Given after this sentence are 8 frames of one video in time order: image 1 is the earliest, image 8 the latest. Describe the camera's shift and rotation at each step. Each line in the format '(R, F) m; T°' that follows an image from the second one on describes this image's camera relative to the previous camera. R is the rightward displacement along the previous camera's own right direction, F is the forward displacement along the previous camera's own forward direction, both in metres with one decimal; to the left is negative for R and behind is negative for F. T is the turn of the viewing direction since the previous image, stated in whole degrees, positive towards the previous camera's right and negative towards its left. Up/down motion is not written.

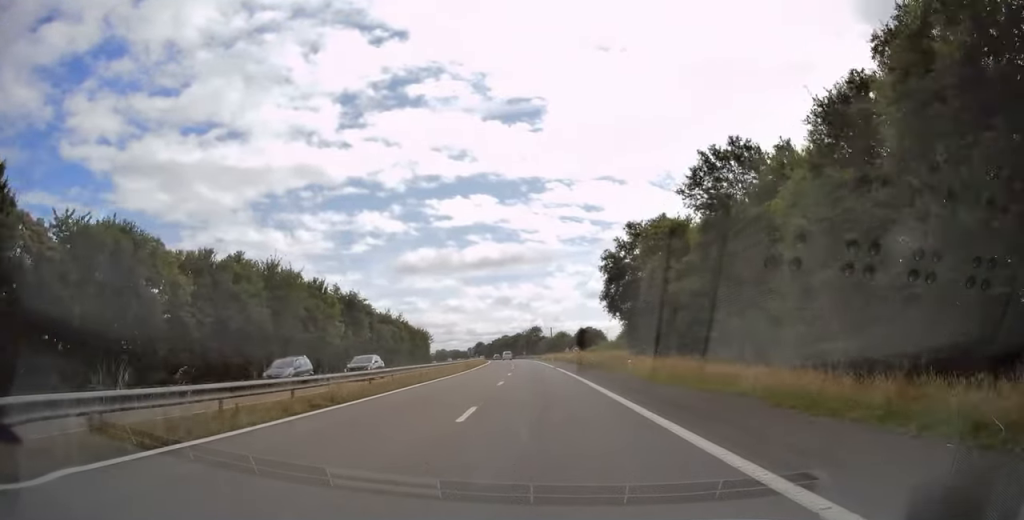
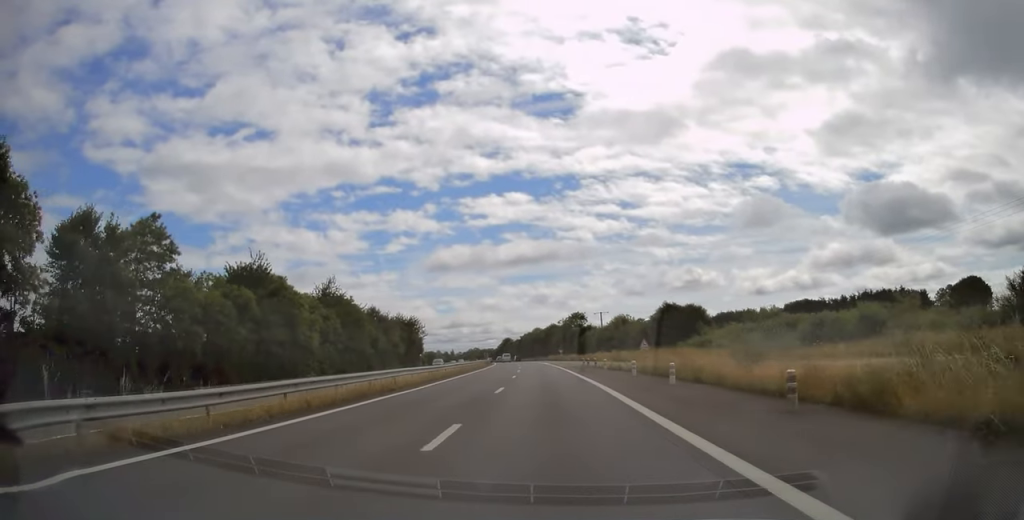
(-1.2, +69.1) m; -2°
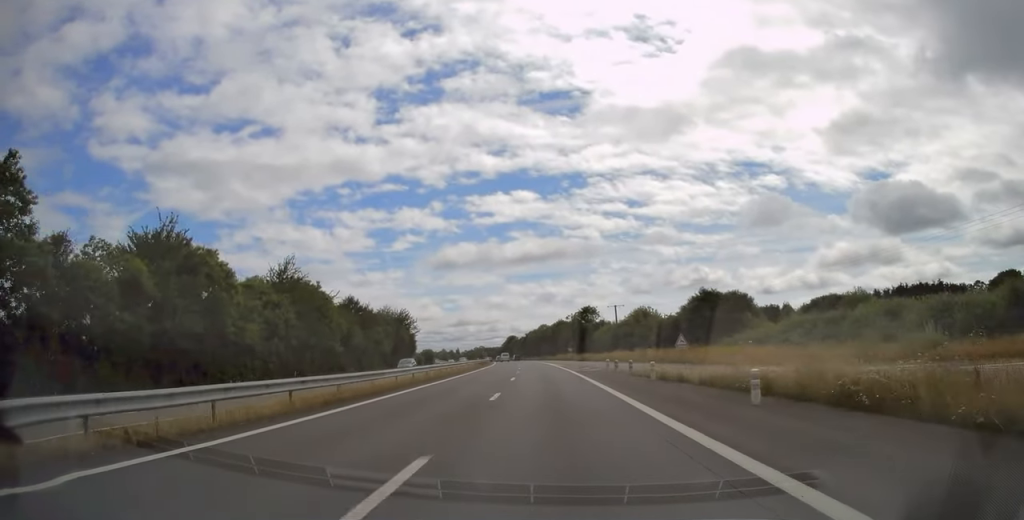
(-0.1, +16.0) m; -1°
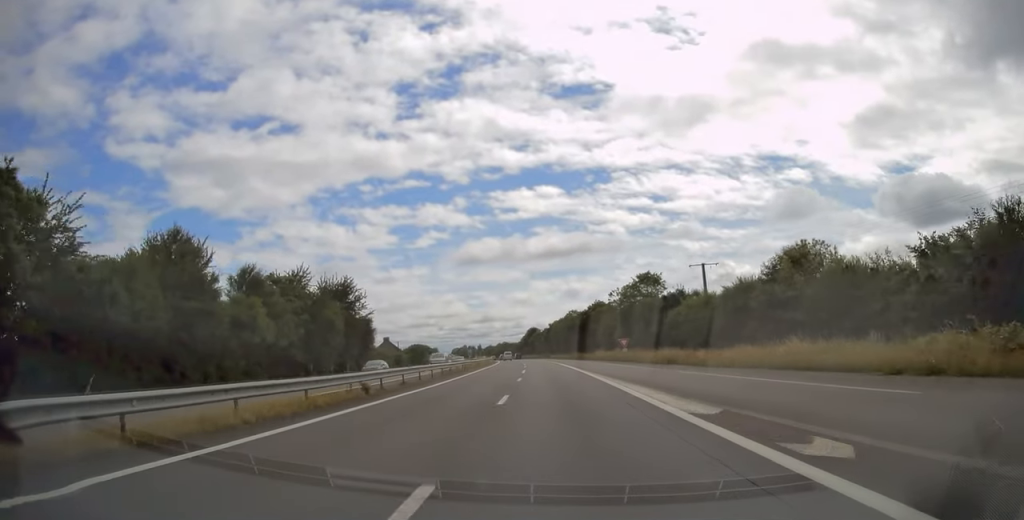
(-1.3, +51.5) m; -4°
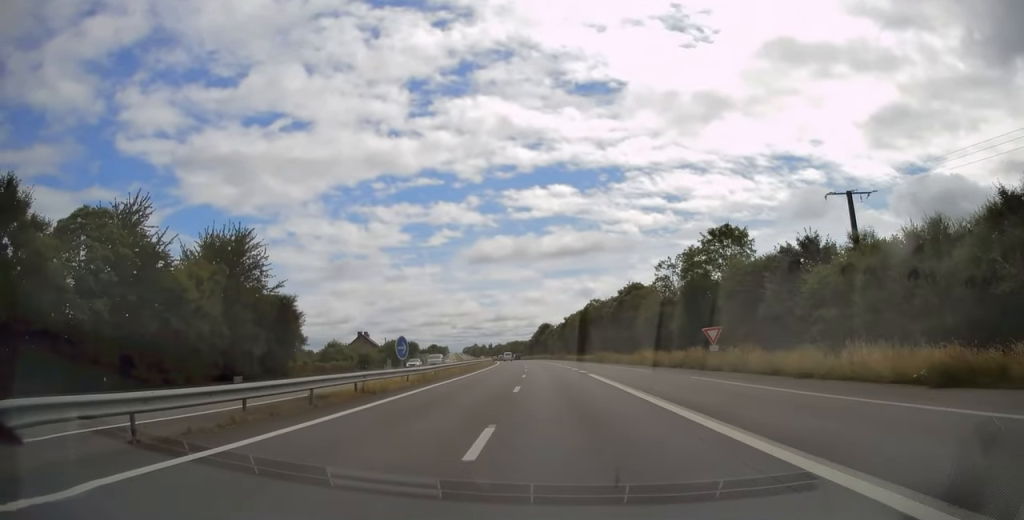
(-0.5, +31.9) m; -1°
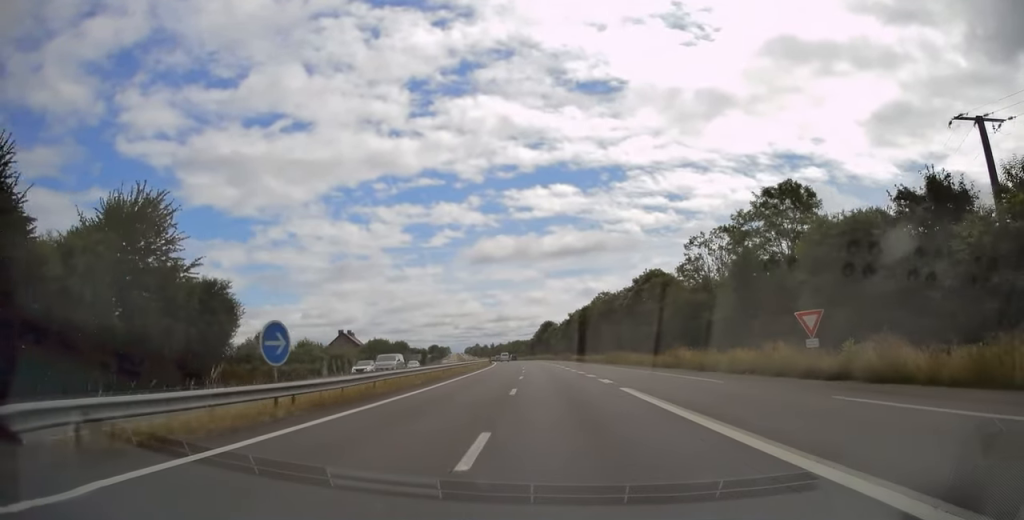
(0.0, +13.4) m; 0°
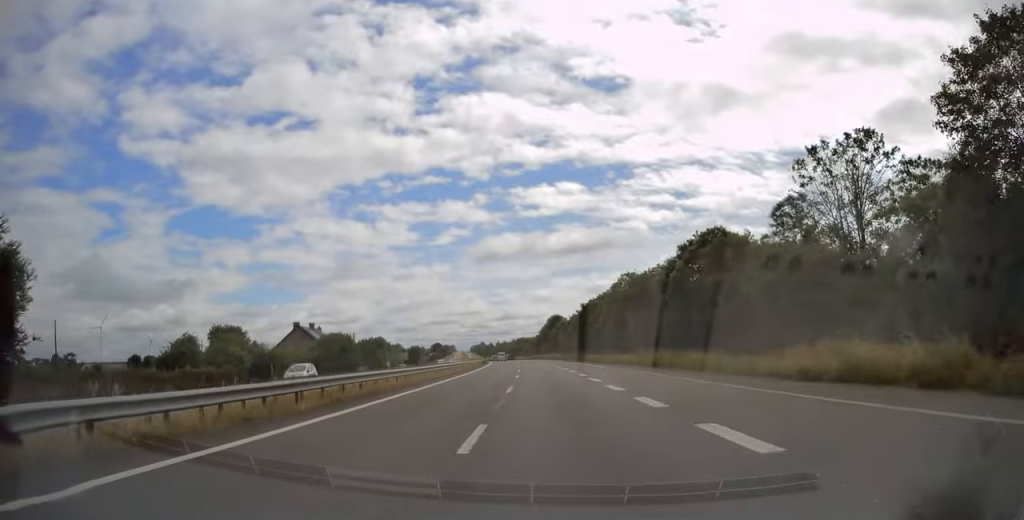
(-0.1, +23.7) m; -1°
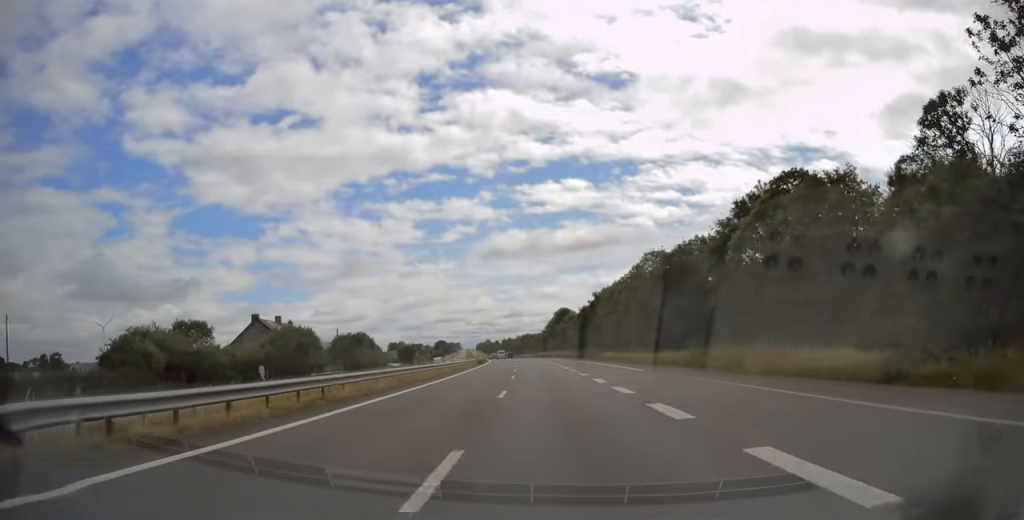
(-0.2, +15.5) m; 0°
